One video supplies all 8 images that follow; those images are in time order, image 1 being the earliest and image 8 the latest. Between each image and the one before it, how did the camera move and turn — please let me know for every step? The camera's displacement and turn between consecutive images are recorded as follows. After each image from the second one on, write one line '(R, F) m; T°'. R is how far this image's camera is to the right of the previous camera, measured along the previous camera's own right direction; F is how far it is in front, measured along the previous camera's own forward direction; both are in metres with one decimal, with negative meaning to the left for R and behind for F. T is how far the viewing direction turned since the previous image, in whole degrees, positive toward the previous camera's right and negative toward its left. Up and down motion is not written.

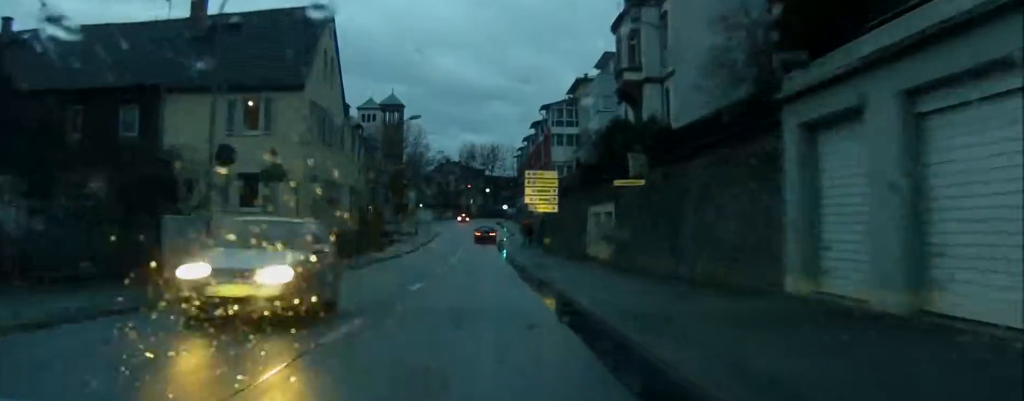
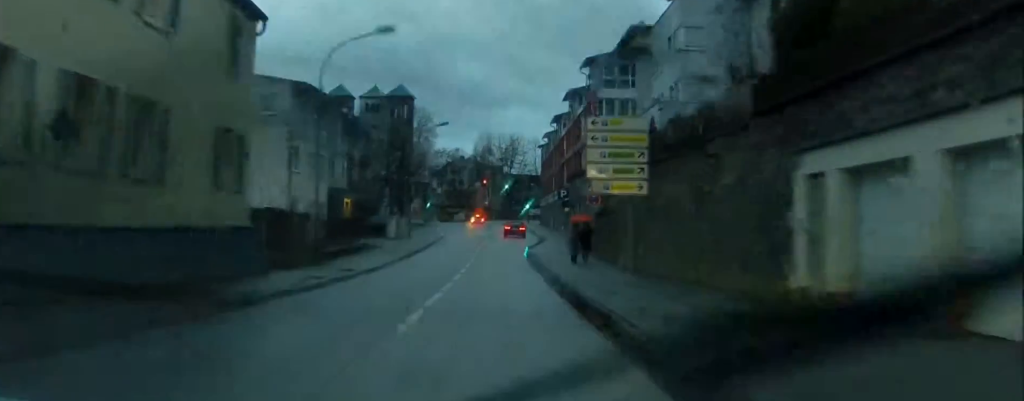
(0.0, +24.8) m; -1°
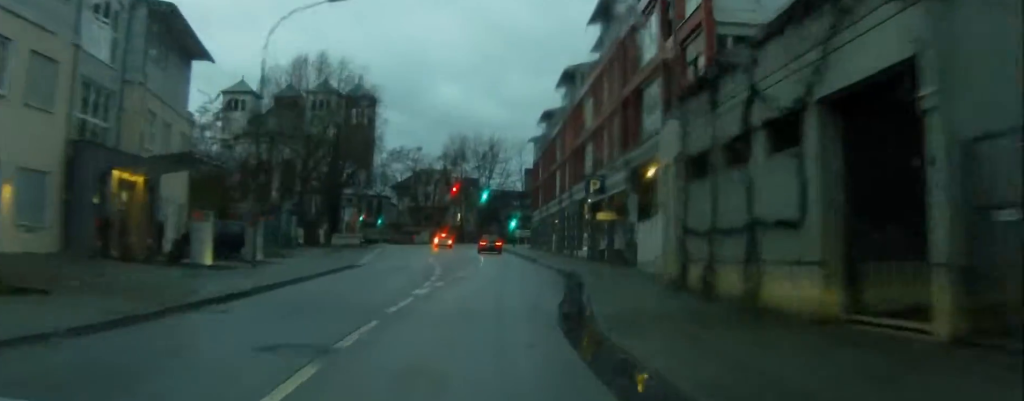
(-0.7, +36.6) m; -1°
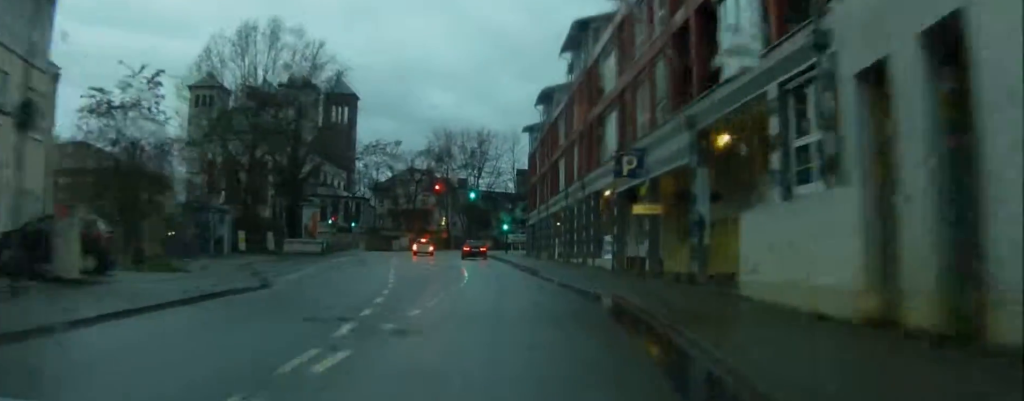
(+0.2, +12.7) m; -1°
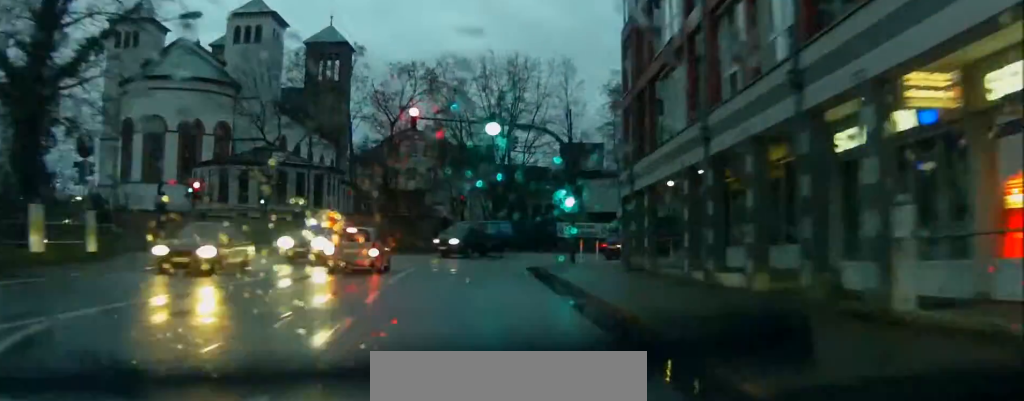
(-1.4, +43.5) m; -1°
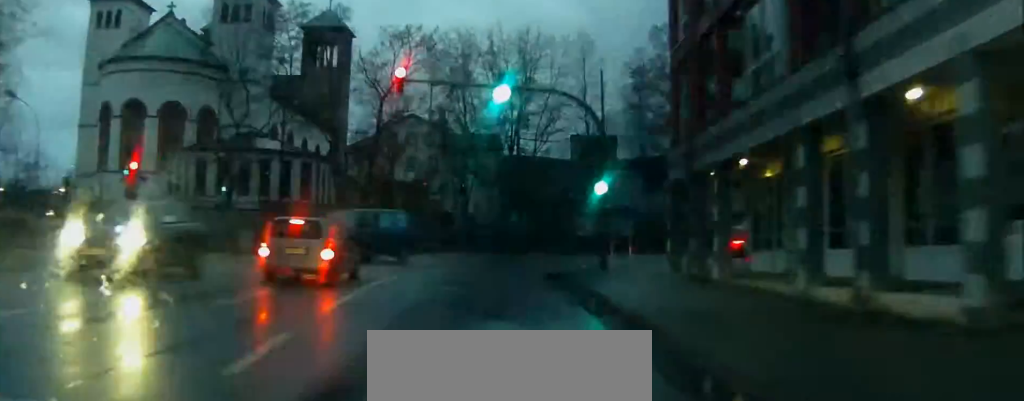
(+0.1, +8.0) m; +1°
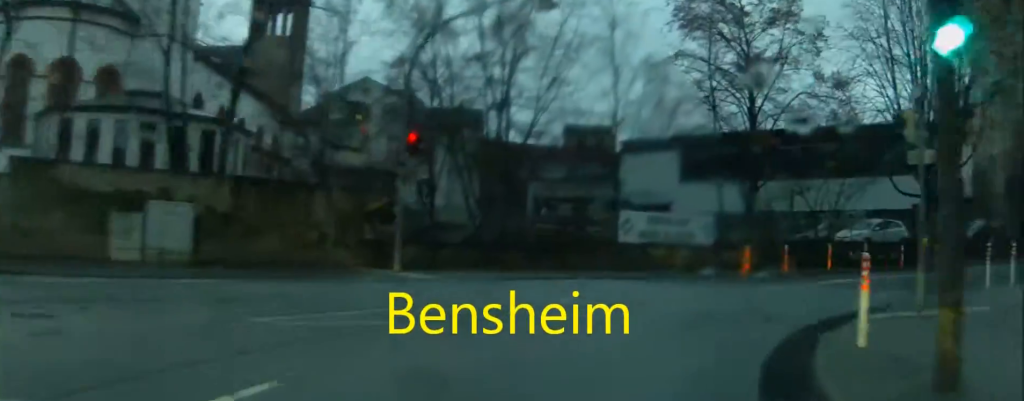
(+0.5, +22.7) m; +9°
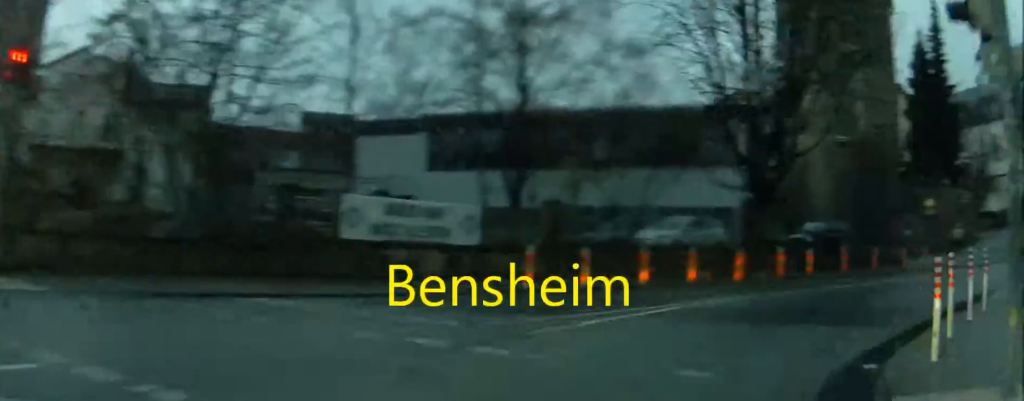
(-0.2, +9.8) m; +13°
